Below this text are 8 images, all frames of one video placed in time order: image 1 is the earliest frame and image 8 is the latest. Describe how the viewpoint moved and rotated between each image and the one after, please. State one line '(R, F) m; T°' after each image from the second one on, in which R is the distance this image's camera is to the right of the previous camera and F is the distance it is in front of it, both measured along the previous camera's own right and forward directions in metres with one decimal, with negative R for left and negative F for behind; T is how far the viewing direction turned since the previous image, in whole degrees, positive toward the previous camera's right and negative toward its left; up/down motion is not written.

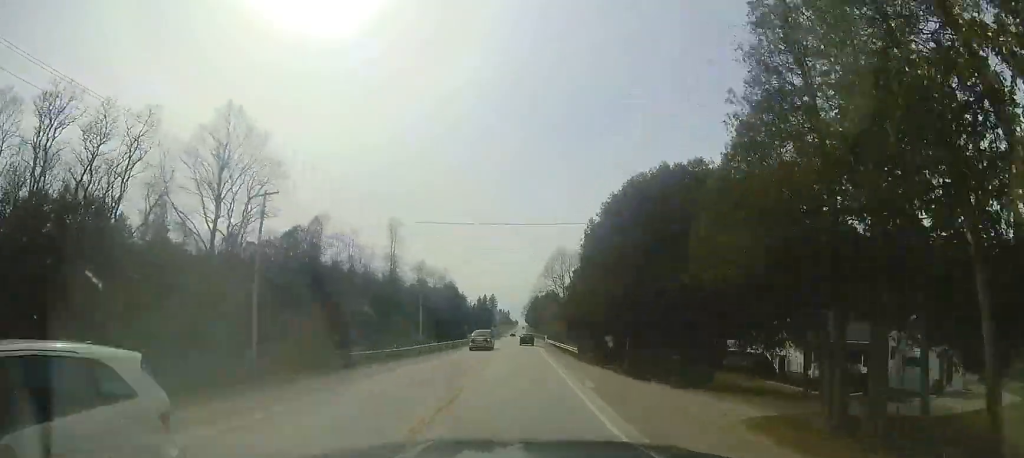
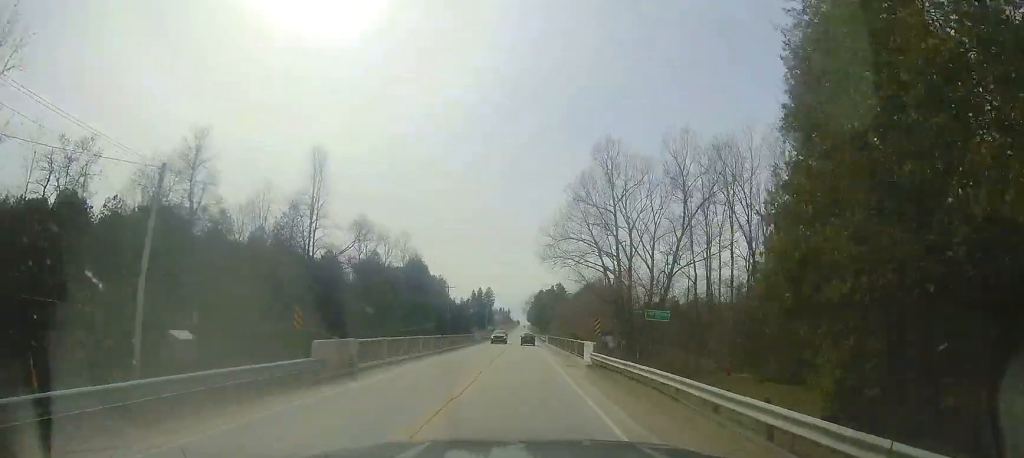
(-0.2, +36.4) m; 0°
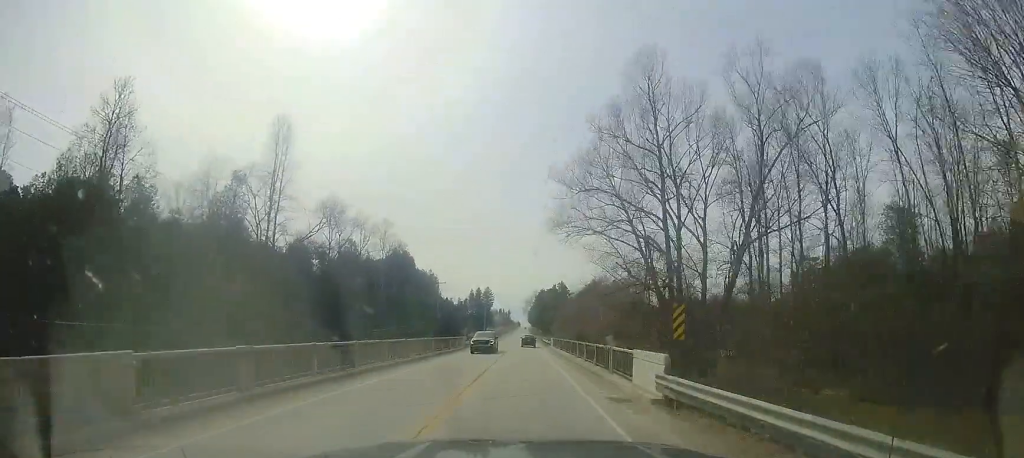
(+0.1, +10.0) m; 0°
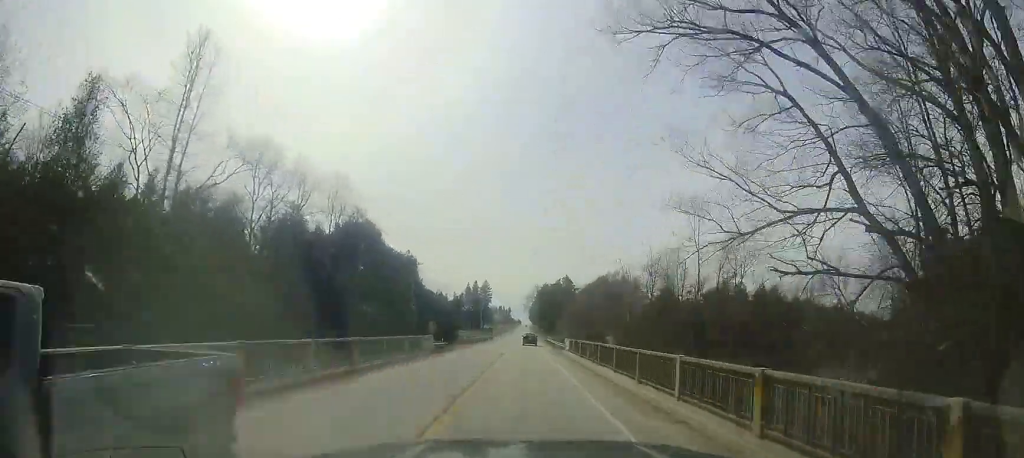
(+0.4, +16.6) m; 0°
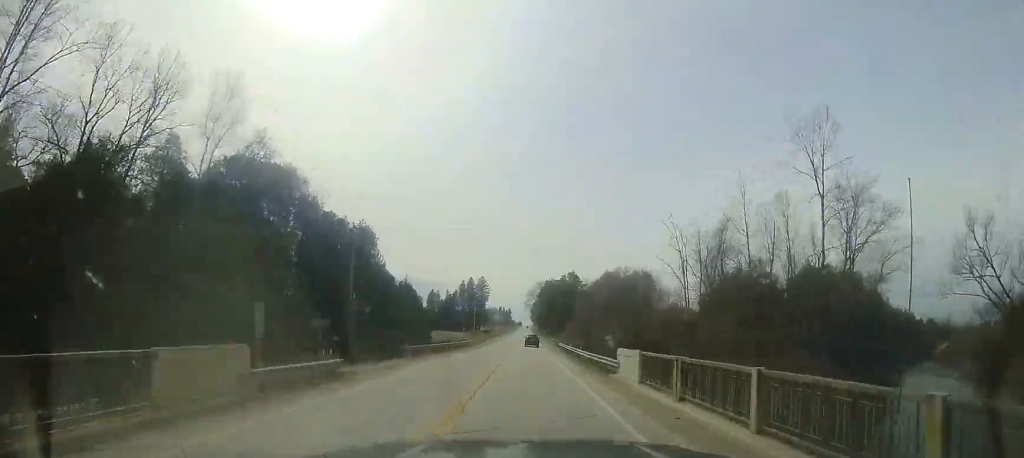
(-0.4, +19.3) m; -1°
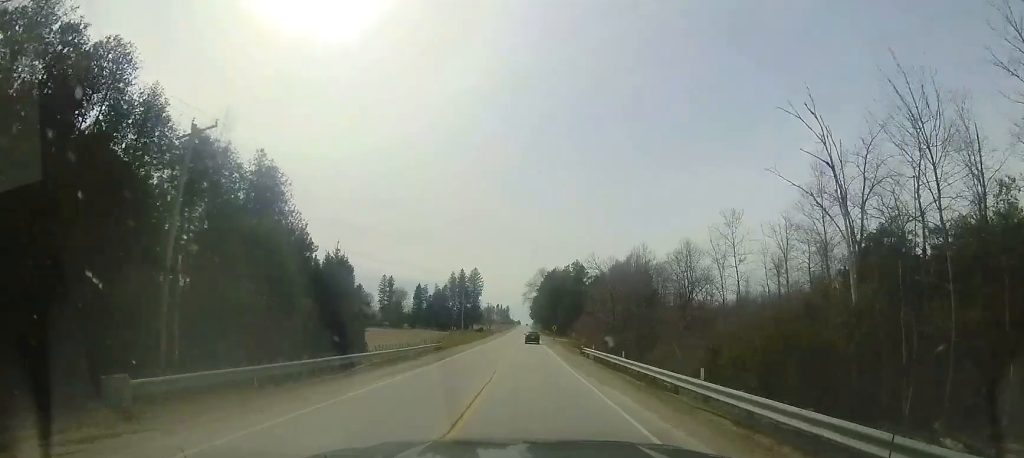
(-0.1, +19.4) m; 0°
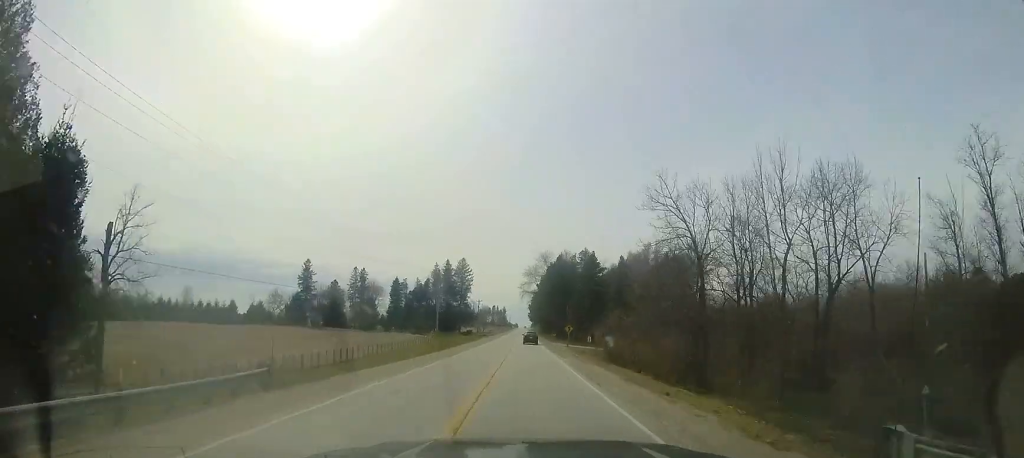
(0.0, +24.5) m; +1°
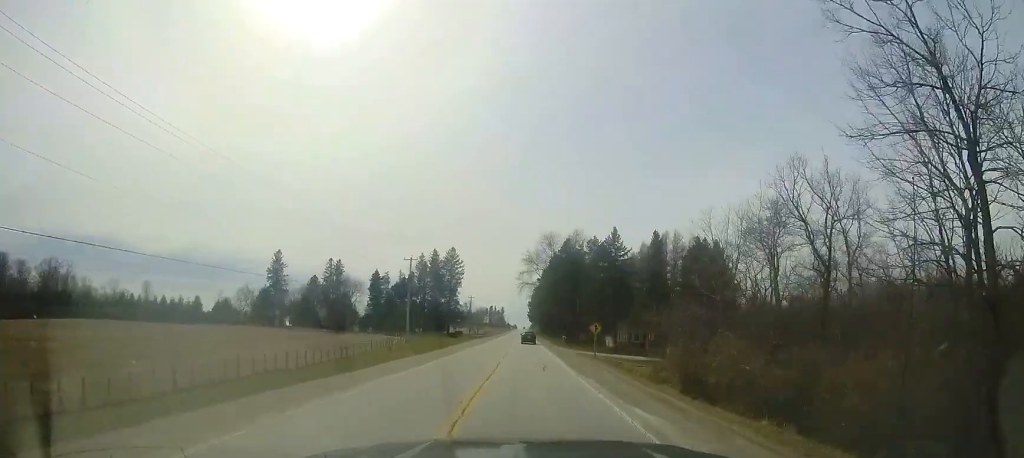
(0.0, +16.8) m; +1°
